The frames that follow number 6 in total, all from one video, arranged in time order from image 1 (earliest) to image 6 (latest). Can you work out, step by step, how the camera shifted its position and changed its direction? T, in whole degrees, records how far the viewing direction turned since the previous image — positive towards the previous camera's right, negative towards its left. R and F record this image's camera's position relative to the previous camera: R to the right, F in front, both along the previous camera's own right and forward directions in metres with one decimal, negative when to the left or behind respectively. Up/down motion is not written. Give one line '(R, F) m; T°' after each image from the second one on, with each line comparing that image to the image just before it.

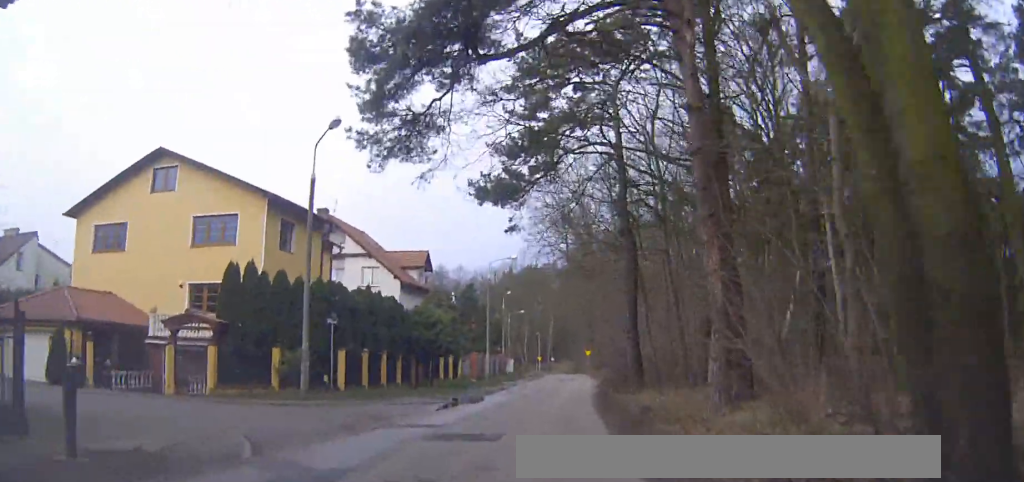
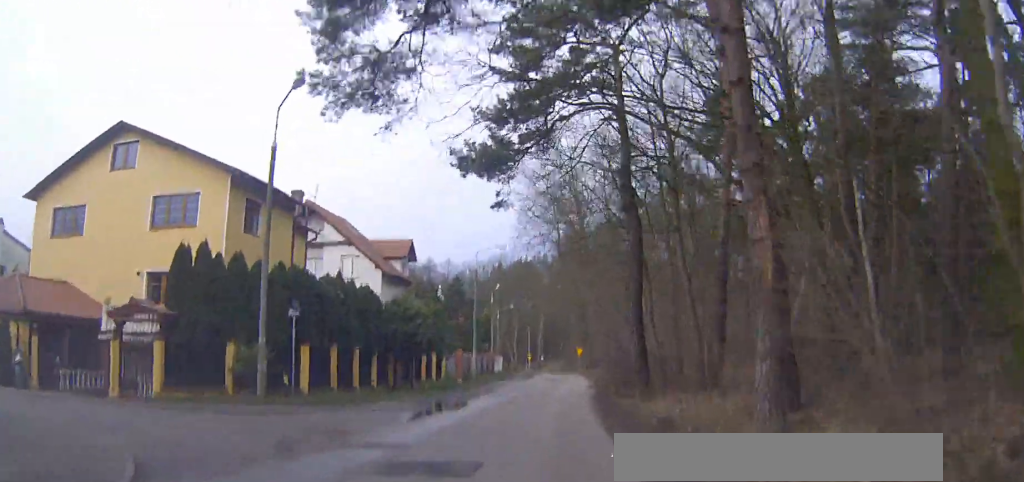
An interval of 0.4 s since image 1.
(0.0, +3.2) m; +1°
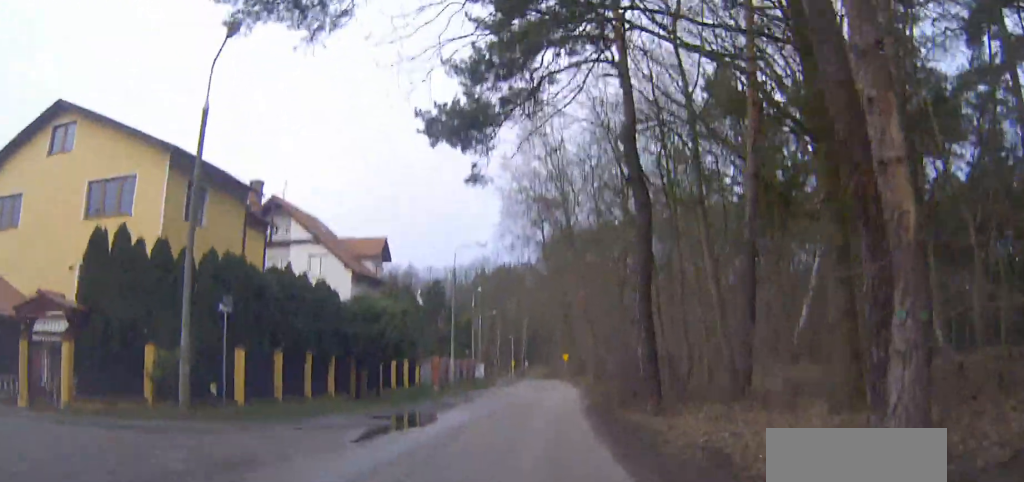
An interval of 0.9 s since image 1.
(0.0, +4.2) m; +1°
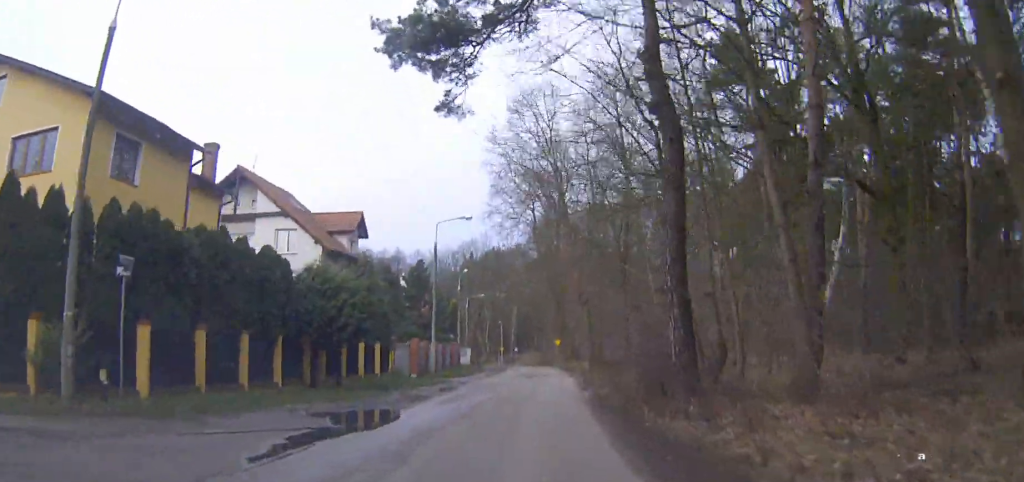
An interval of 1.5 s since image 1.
(+0.1, +4.8) m; +2°
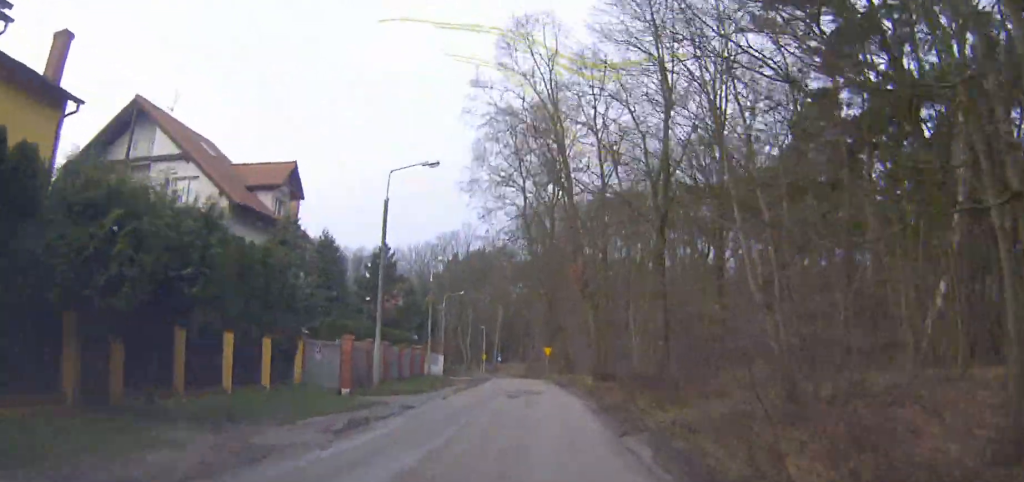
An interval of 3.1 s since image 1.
(+0.5, +12.6) m; +4°
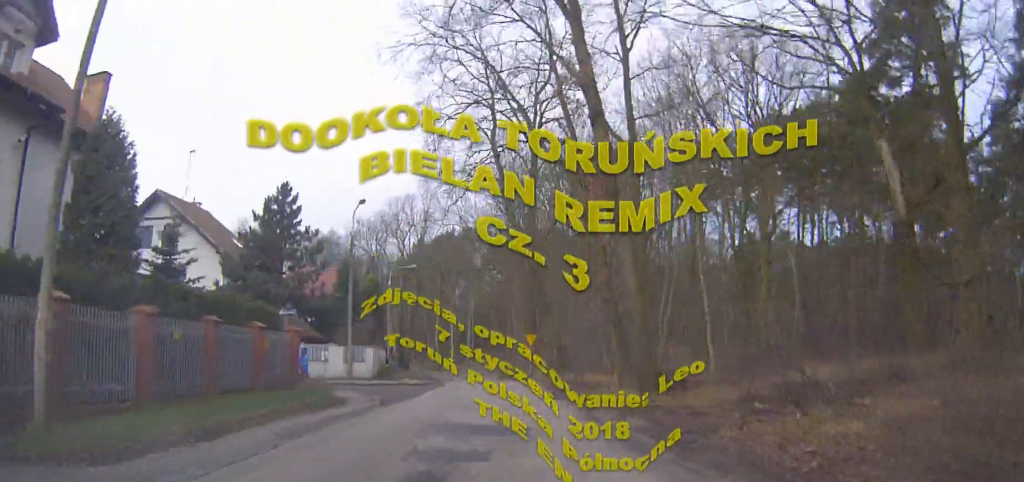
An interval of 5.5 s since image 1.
(+0.7, +20.0) m; +2°
